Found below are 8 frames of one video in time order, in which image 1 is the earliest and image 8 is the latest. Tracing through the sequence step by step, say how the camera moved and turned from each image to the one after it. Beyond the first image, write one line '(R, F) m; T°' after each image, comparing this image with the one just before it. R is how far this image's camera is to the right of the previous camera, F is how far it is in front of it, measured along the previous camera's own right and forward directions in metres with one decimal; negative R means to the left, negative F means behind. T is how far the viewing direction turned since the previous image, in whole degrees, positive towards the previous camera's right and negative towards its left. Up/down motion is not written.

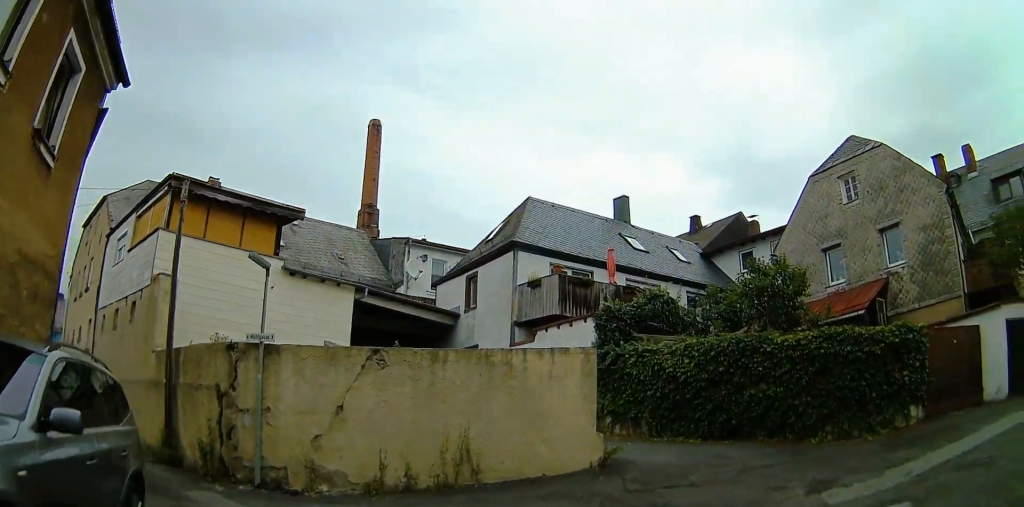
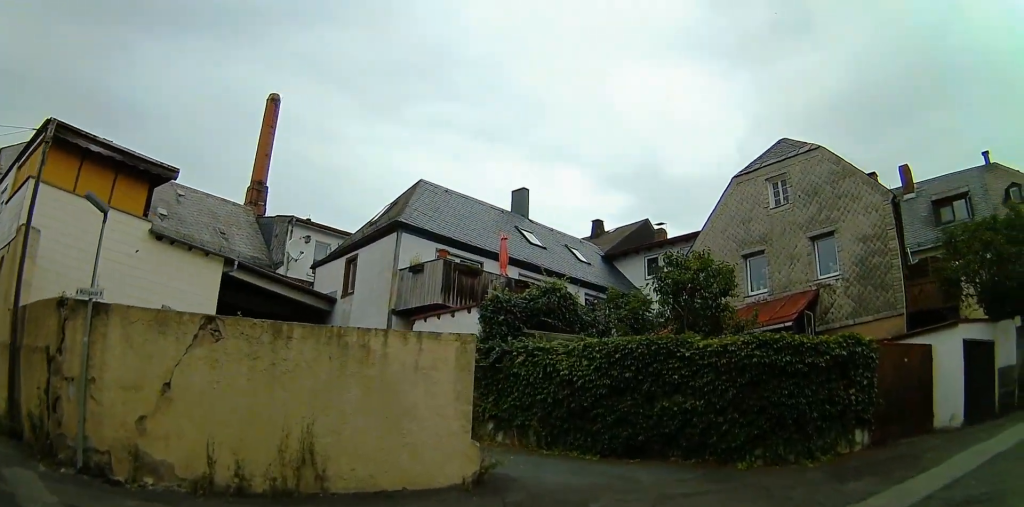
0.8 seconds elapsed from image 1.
(0.0, +2.3) m; +3°
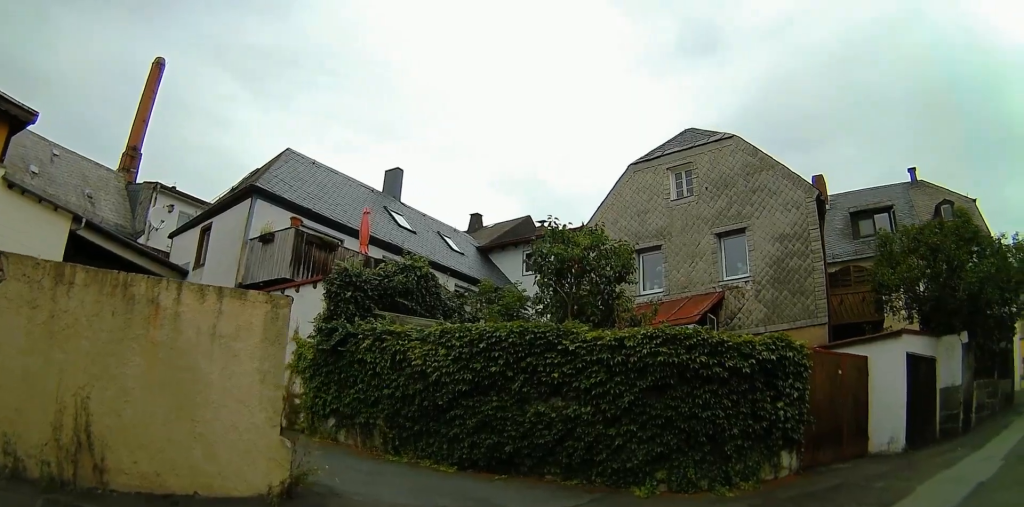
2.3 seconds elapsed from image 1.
(+0.5, +3.2) m; +23°
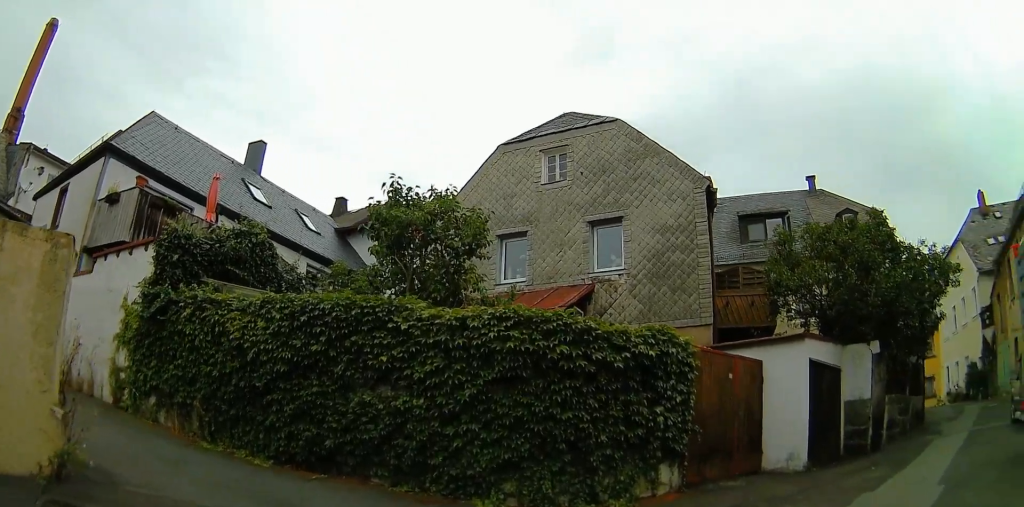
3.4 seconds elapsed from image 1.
(+0.4, +1.8) m; +18°
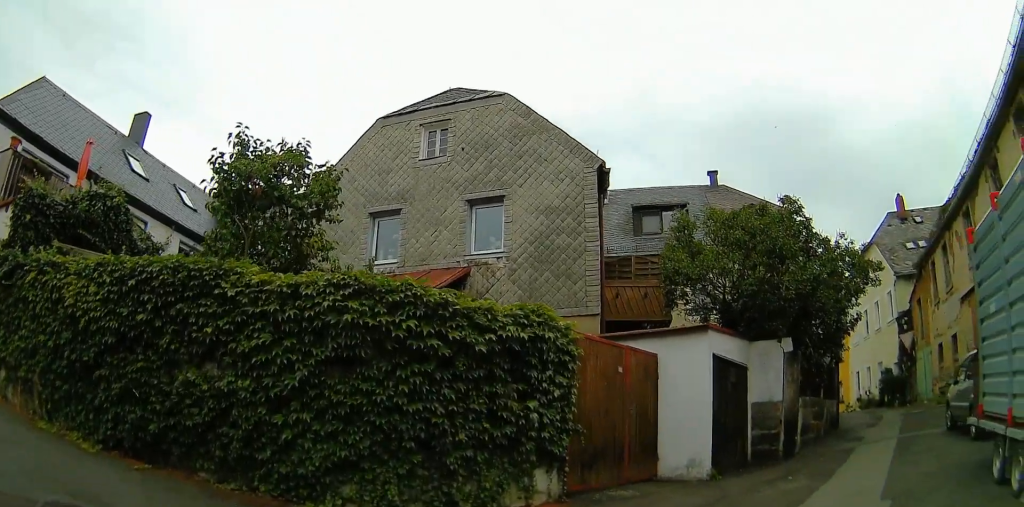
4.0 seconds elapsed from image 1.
(+0.1, +1.2) m; +8°
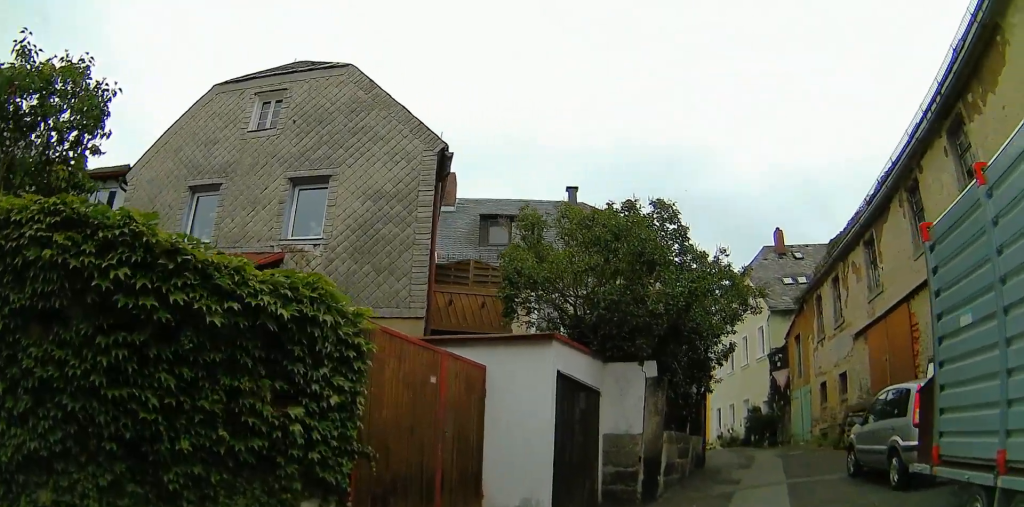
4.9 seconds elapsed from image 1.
(+0.1, +1.7) m; +8°
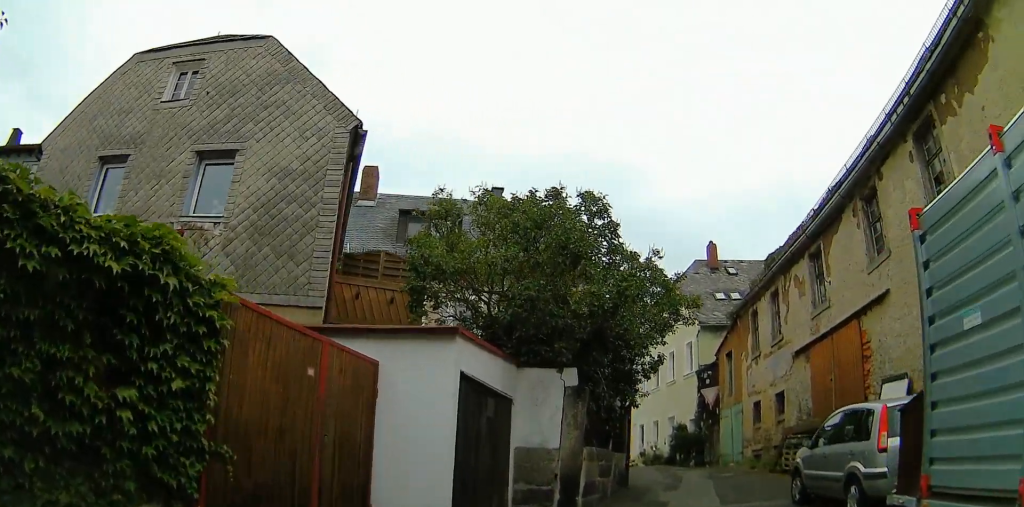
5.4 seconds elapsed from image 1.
(+0.1, +1.0) m; +5°
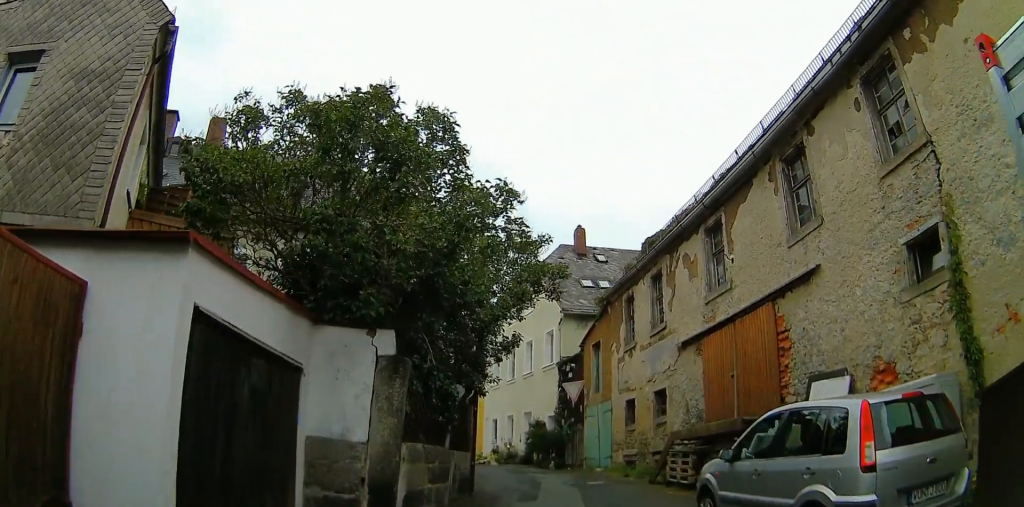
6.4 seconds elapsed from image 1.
(+0.2, +2.3) m; +11°
